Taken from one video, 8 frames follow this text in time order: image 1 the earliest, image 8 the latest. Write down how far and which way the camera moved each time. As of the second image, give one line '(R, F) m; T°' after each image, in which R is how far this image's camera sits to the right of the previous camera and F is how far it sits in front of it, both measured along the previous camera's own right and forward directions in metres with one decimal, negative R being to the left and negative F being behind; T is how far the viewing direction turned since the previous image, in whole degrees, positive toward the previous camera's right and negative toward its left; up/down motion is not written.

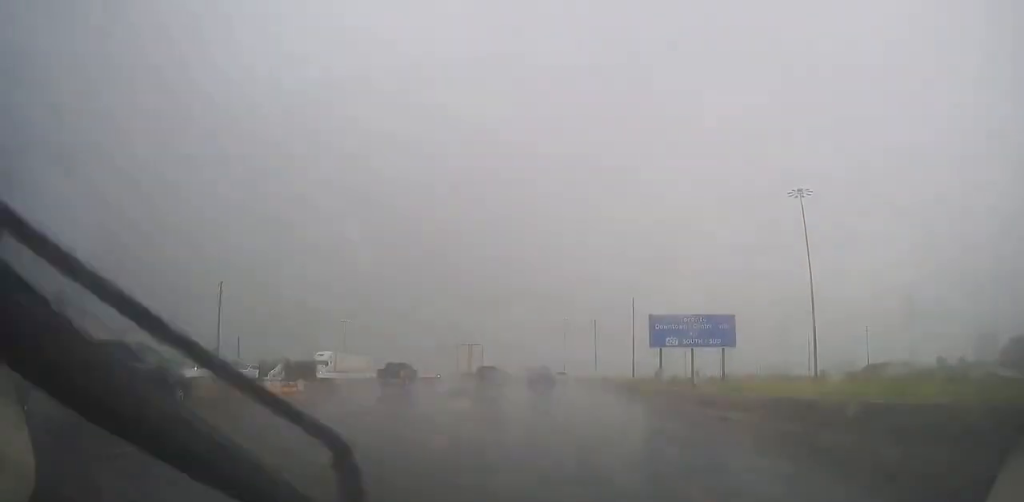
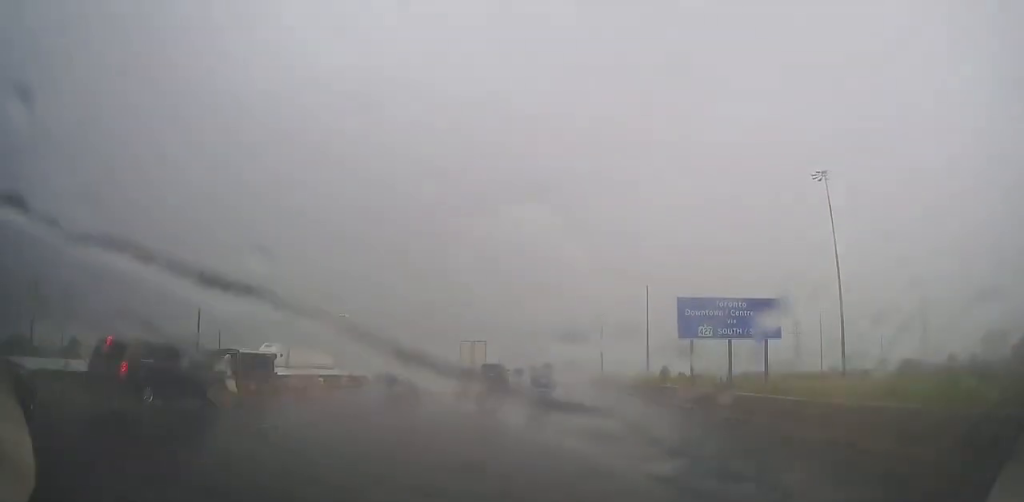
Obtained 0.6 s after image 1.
(-0.1, +7.5) m; 0°
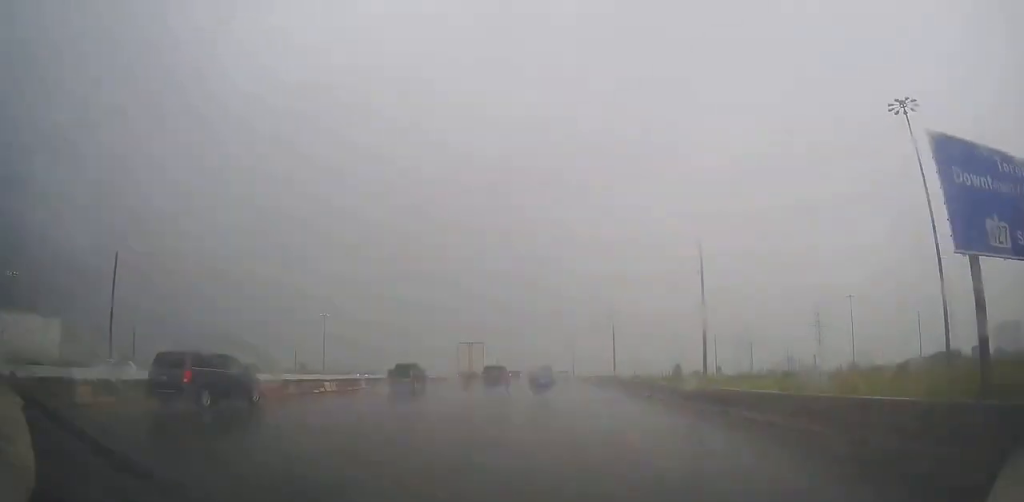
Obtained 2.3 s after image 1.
(+0.2, +23.4) m; +1°
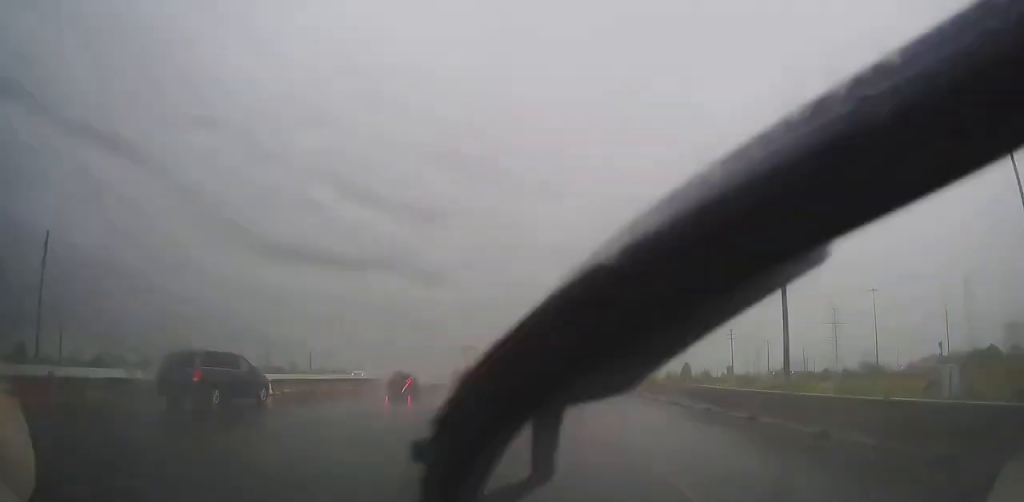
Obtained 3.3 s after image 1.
(-0.1, +14.3) m; -2°
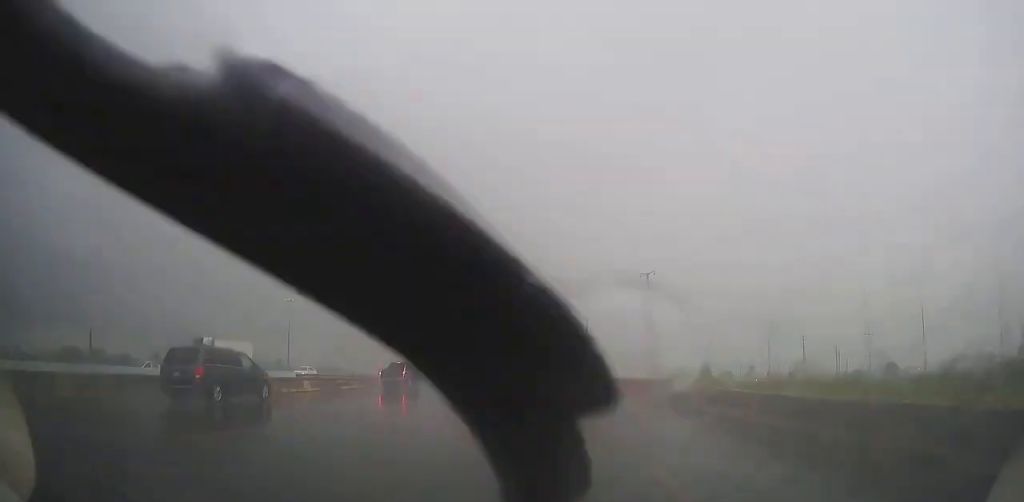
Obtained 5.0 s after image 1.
(-0.1, +23.5) m; 0°
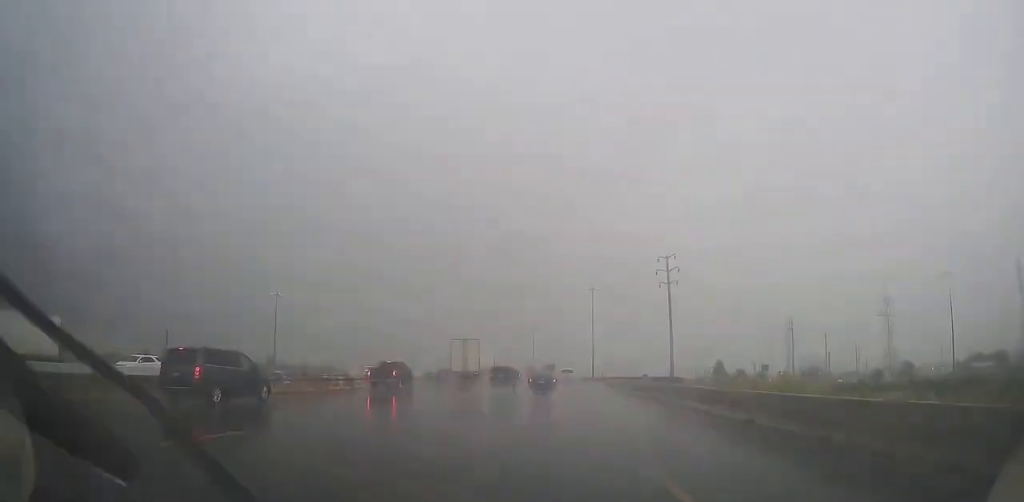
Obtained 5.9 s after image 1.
(-0.3, +13.2) m; -1°
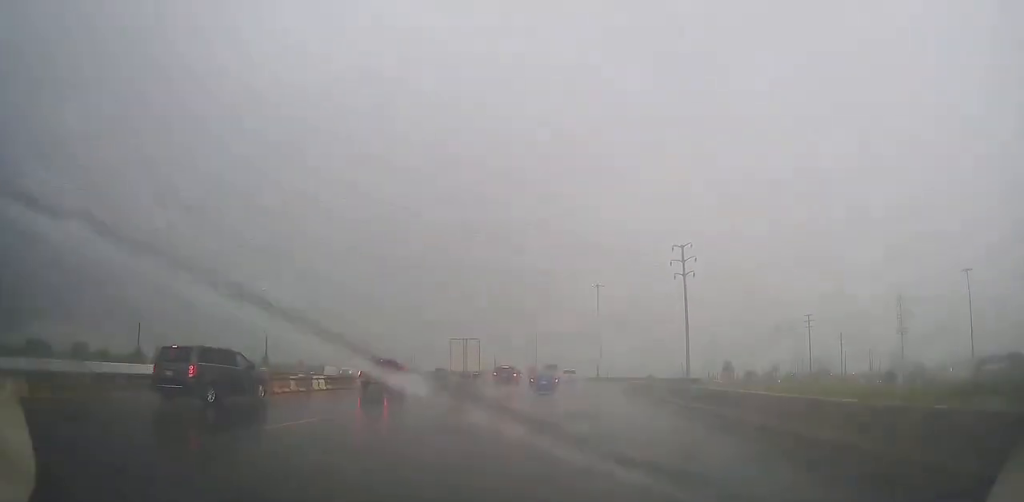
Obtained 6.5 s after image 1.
(-0.1, +7.5) m; 0°
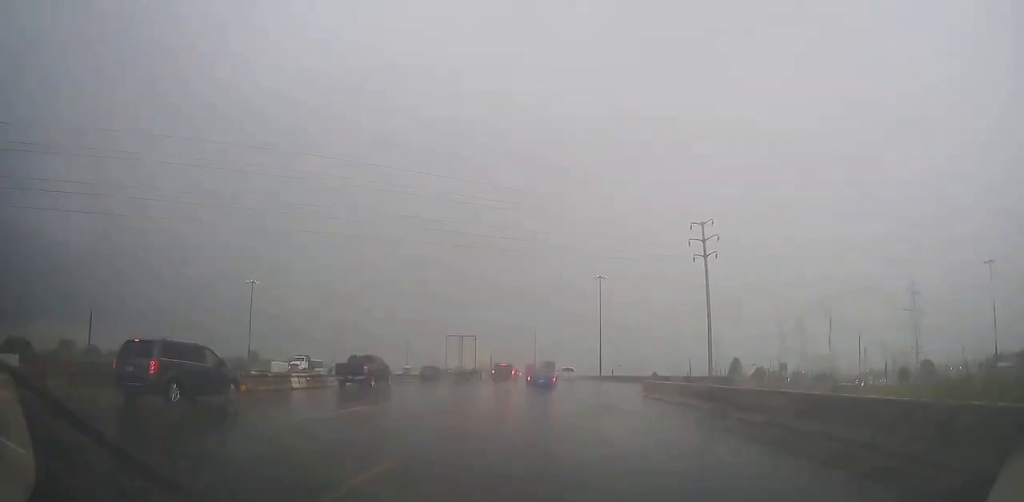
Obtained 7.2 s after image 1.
(0.0, +10.6) m; +1°
